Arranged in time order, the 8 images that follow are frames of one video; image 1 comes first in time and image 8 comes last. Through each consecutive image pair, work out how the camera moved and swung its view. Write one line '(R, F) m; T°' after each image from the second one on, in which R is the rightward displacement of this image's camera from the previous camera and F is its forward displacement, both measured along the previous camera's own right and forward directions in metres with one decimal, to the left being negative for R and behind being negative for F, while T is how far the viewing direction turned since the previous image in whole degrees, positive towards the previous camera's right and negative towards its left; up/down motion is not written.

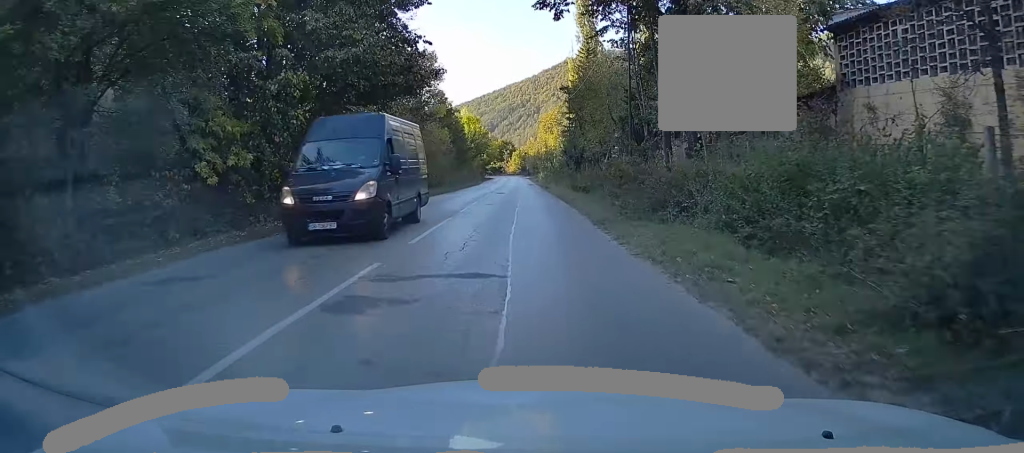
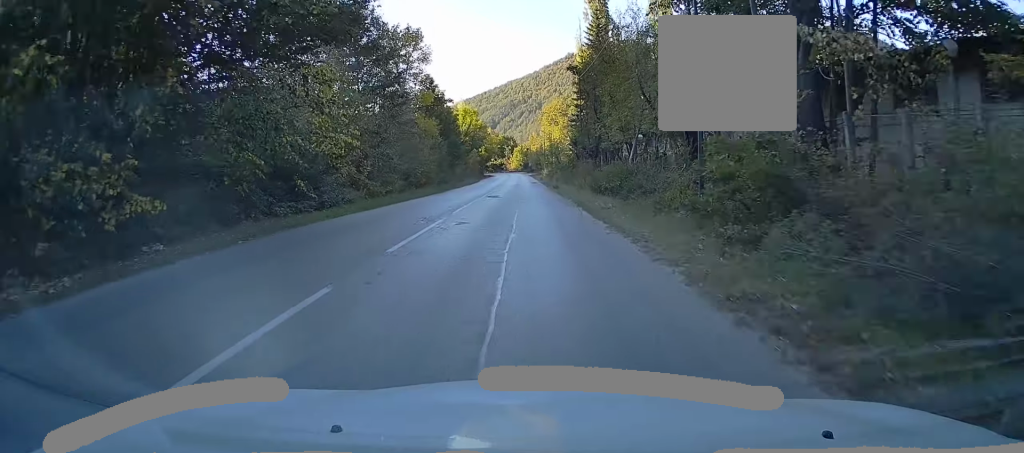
(0.0, +10.8) m; 0°
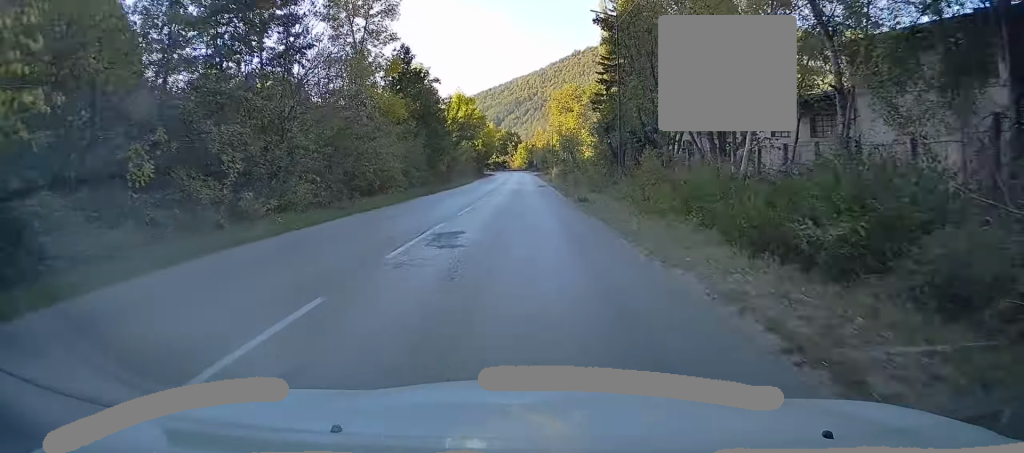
(-0.2, +18.4) m; -1°
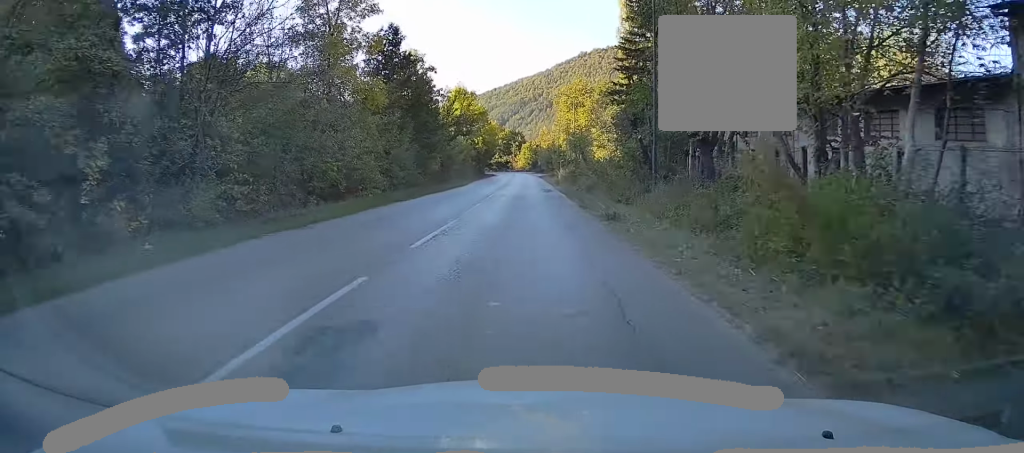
(+0.1, +7.7) m; 0°
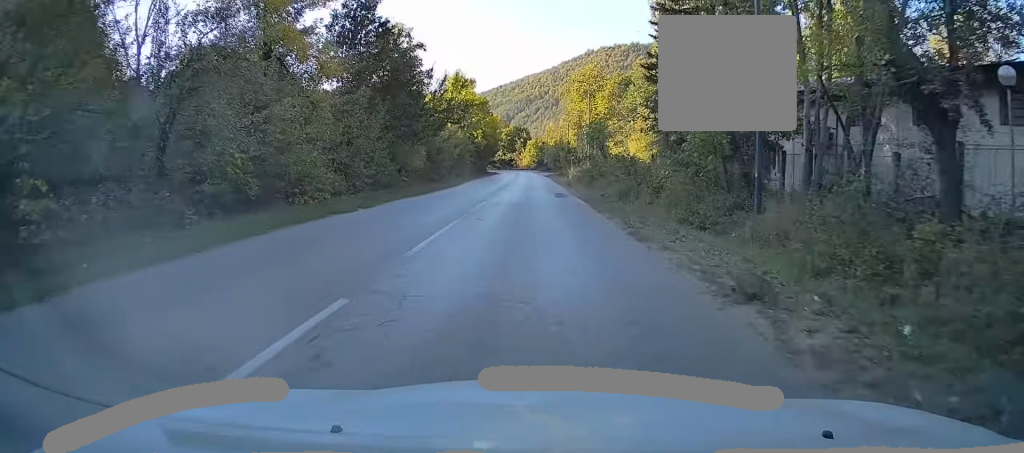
(-0.1, +10.6) m; 0°
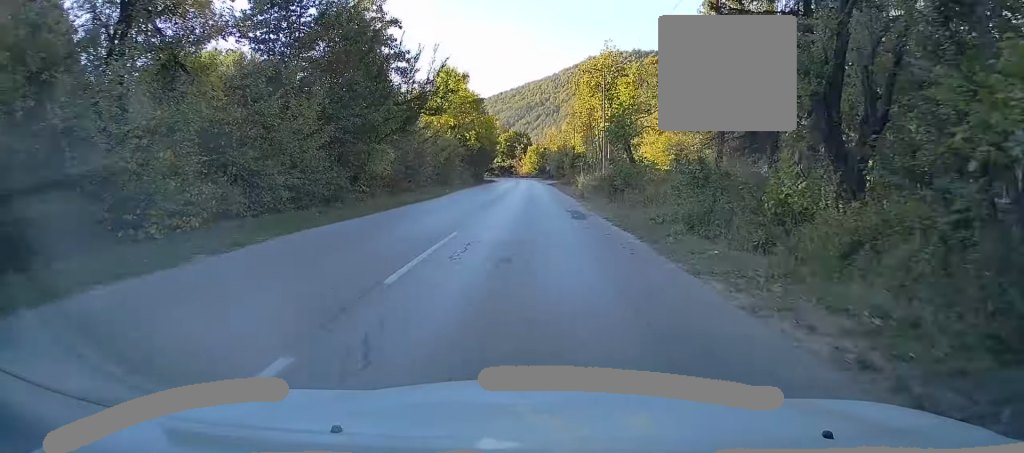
(-0.1, +11.2) m; +1°
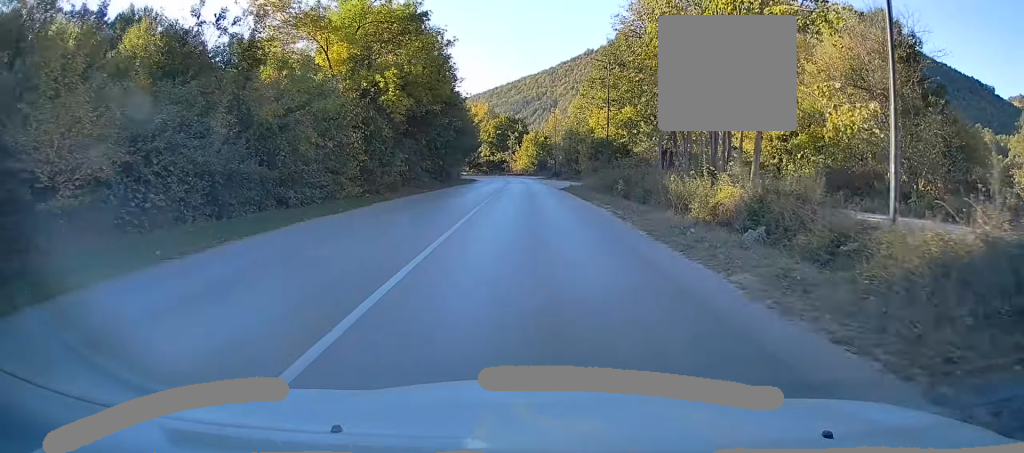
(+0.2, +38.9) m; 0°
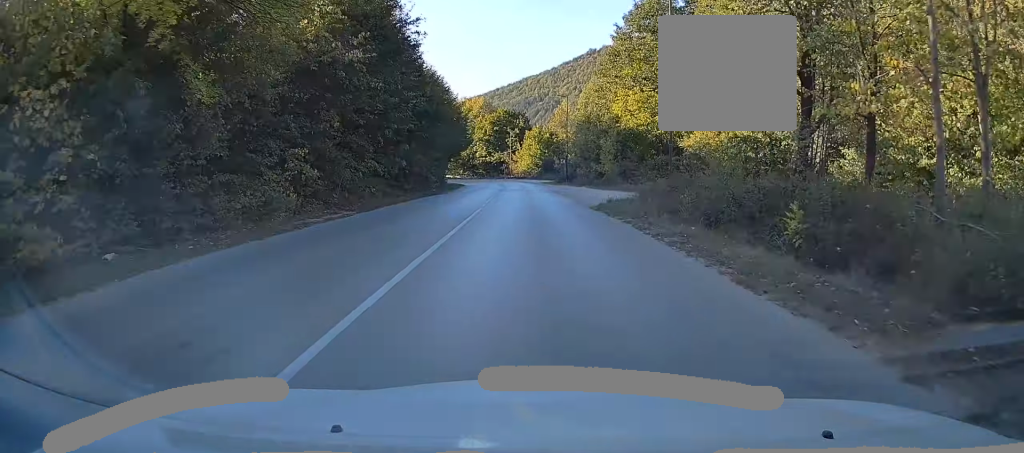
(0.0, +19.8) m; 0°
